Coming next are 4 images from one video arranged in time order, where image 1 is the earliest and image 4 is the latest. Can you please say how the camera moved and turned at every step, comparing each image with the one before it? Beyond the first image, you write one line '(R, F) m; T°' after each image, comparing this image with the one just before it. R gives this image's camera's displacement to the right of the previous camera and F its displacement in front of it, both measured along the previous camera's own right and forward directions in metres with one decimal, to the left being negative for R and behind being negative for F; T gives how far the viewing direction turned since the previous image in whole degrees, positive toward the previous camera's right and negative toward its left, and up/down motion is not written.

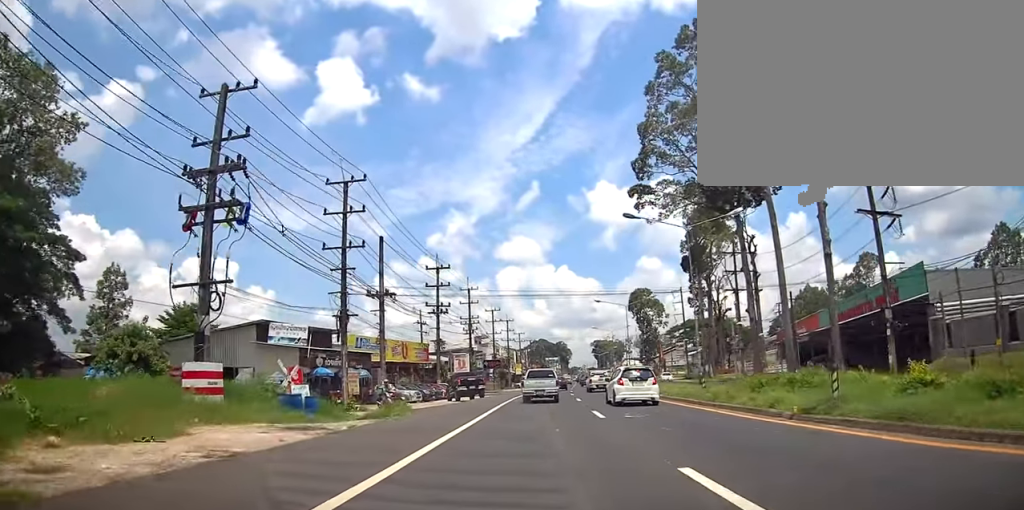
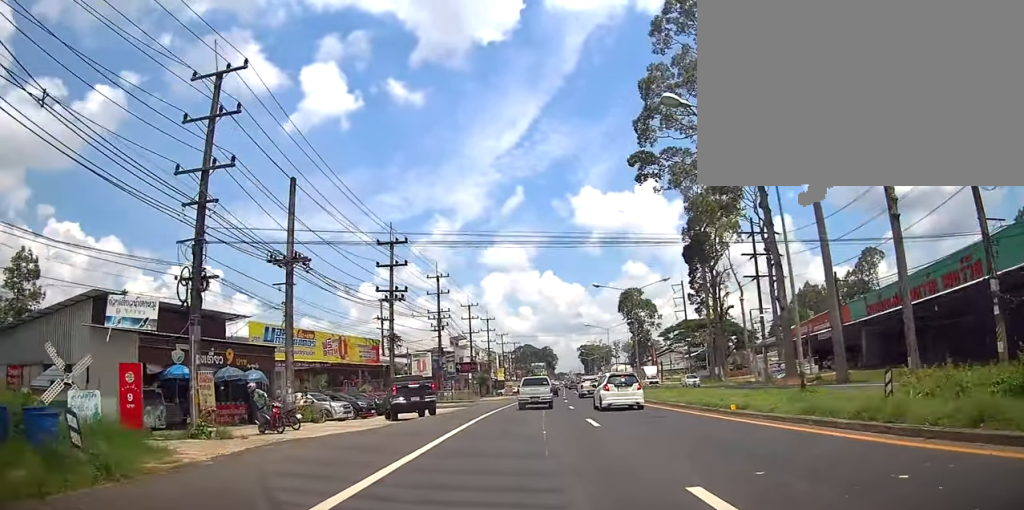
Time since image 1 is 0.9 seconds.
(-0.1, +13.0) m; -1°
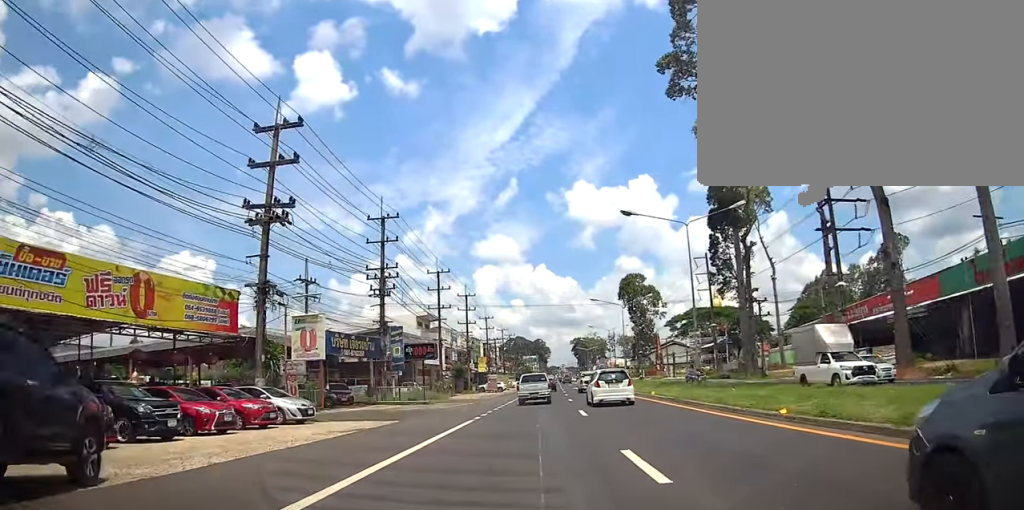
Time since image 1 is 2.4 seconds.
(-0.2, +20.1) m; 0°
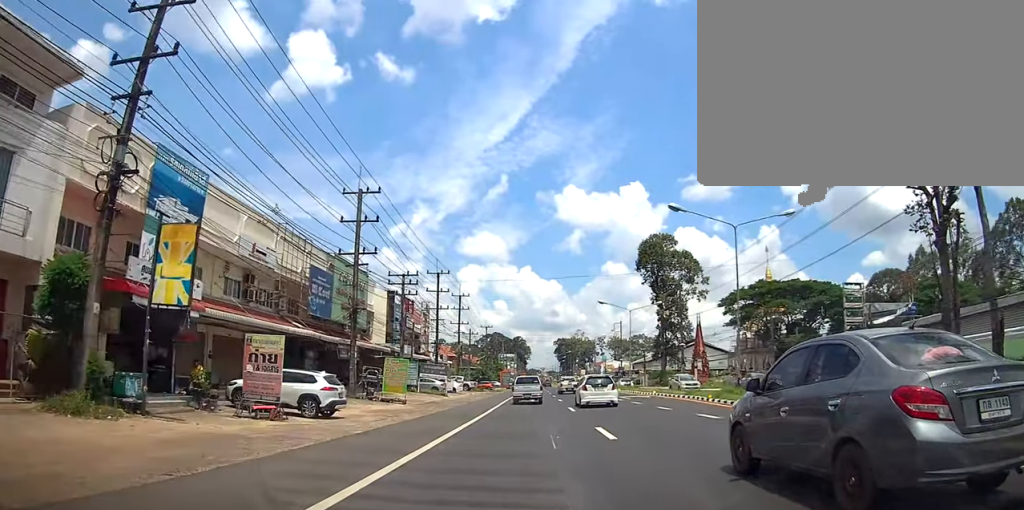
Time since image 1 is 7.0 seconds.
(+2.2, +65.5) m; +3°
